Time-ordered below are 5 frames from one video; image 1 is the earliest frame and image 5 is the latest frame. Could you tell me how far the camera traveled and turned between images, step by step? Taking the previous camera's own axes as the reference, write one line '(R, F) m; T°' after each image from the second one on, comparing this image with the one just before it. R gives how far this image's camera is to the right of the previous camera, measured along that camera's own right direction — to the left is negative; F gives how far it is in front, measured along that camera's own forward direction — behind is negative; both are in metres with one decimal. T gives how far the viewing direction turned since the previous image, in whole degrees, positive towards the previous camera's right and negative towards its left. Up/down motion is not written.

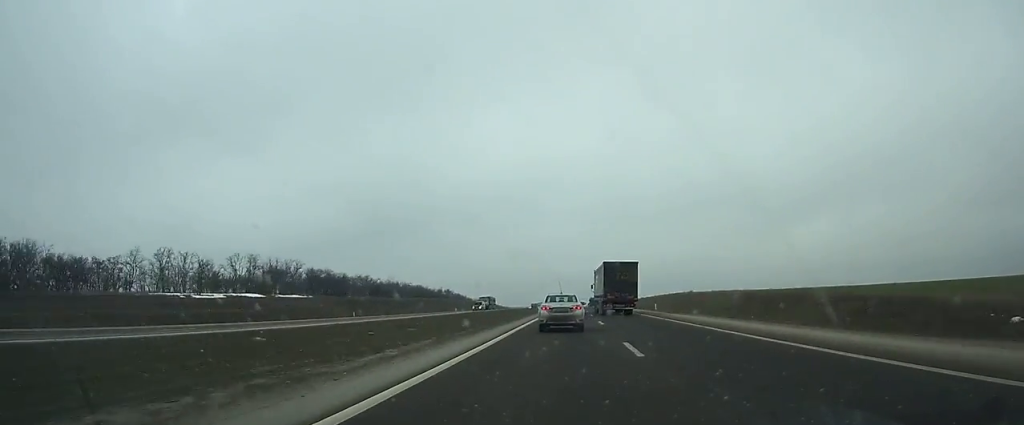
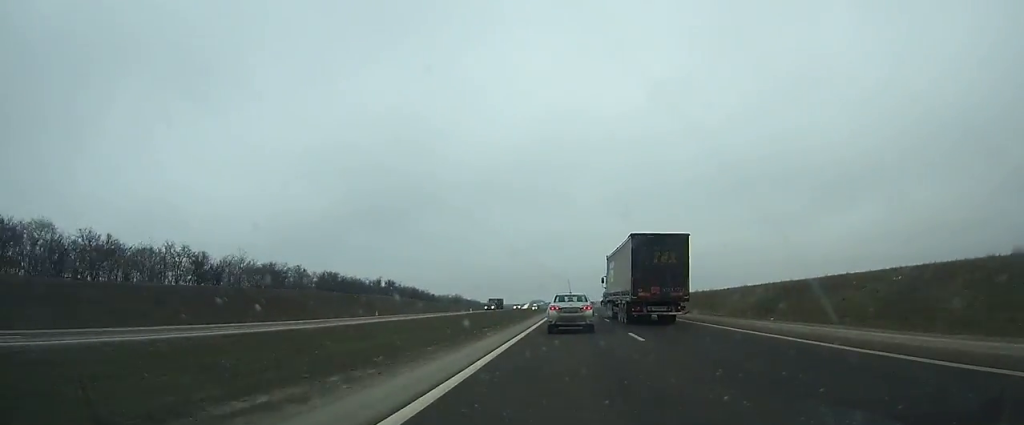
(-0.3, +91.9) m; 0°
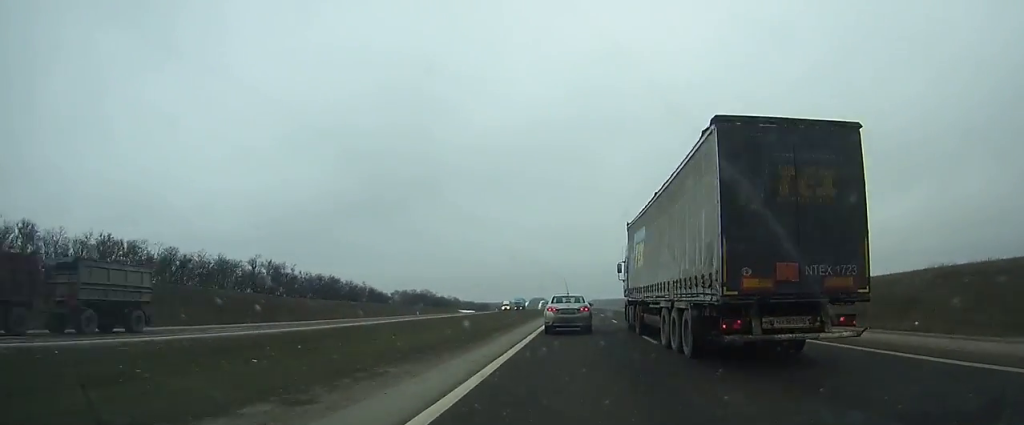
(+0.1, +80.9) m; 0°
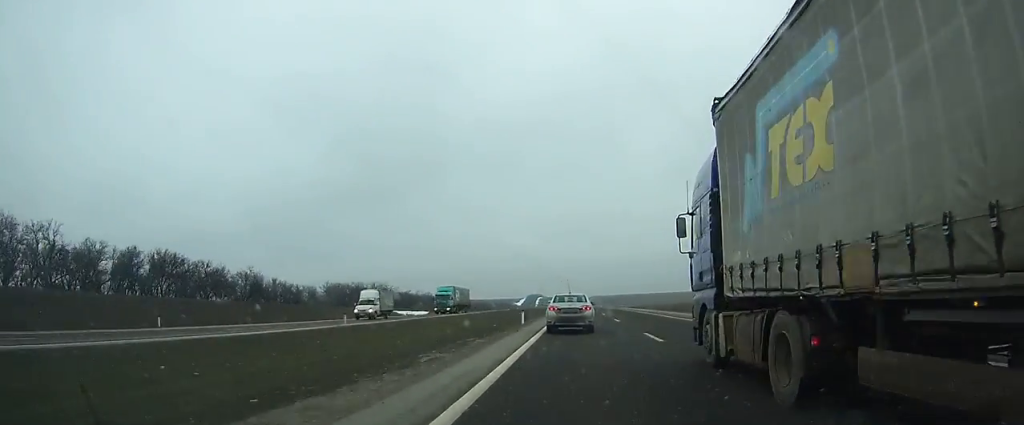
(+0.1, +64.0) m; 0°
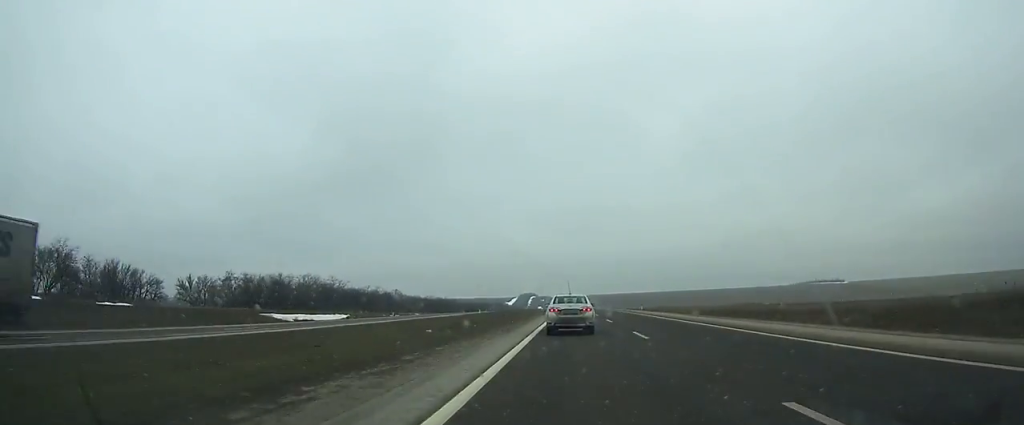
(+0.1, +46.9) m; 0°
